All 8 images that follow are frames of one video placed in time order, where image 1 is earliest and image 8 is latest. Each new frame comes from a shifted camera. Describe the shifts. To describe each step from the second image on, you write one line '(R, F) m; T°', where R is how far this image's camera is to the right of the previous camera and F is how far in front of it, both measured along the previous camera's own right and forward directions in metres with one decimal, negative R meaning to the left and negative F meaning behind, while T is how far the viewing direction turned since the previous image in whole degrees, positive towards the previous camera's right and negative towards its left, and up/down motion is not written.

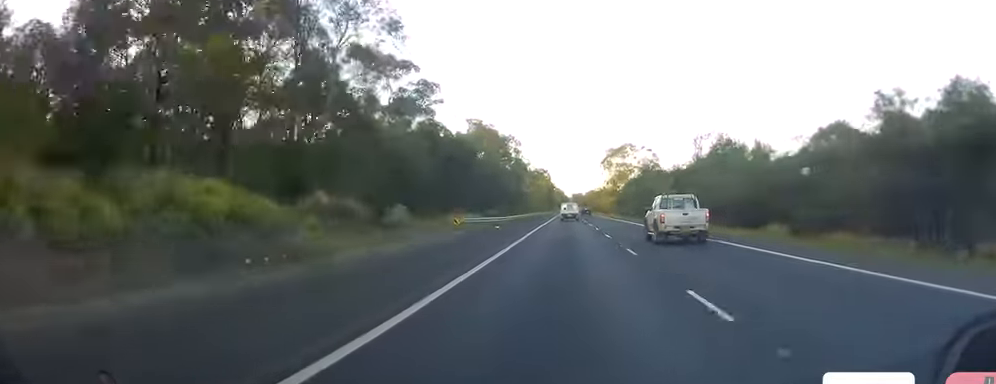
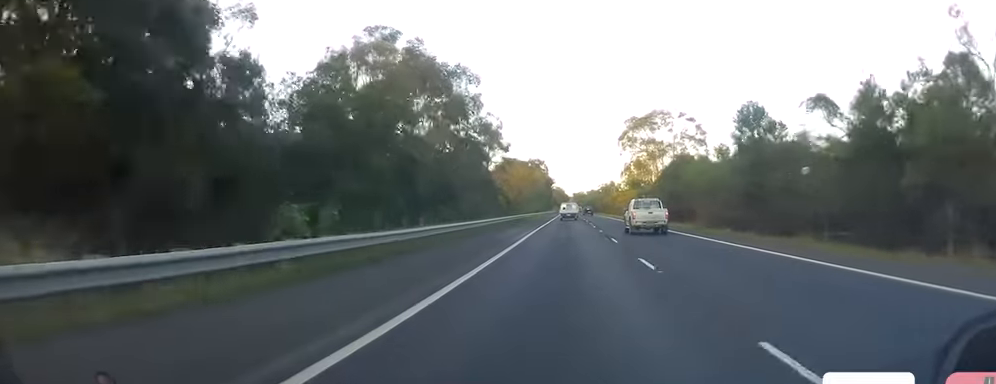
(0.0, +51.8) m; 0°
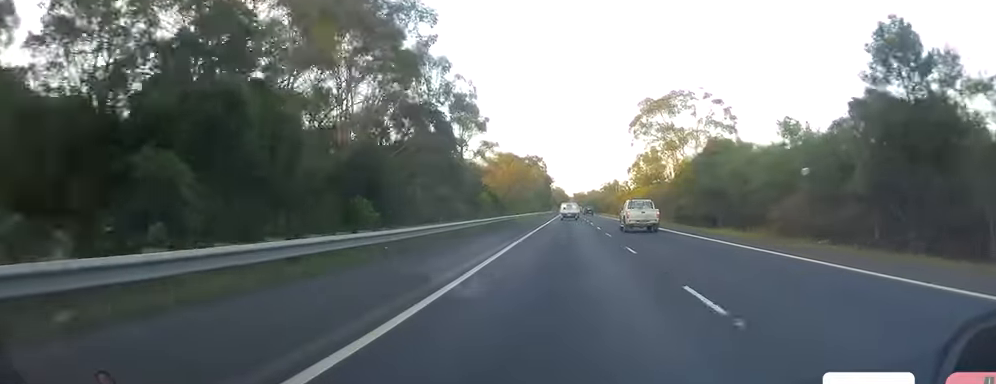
(0.0, +18.9) m; 0°
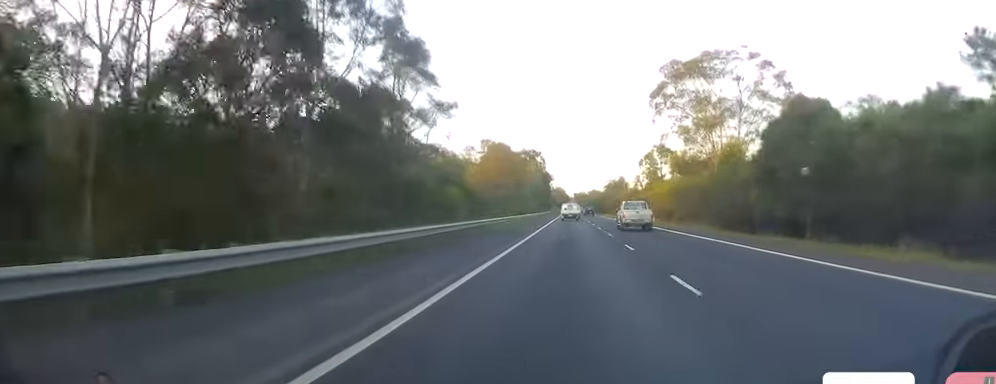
(+0.1, +21.7) m; 0°
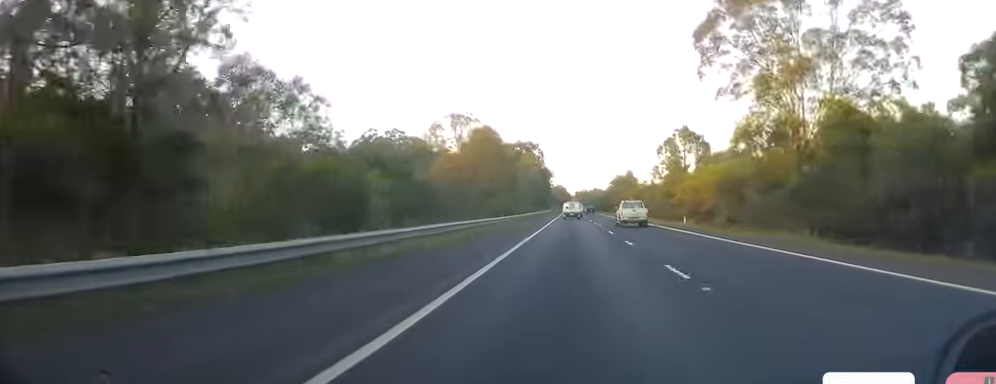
(+0.1, +23.6) m; -1°
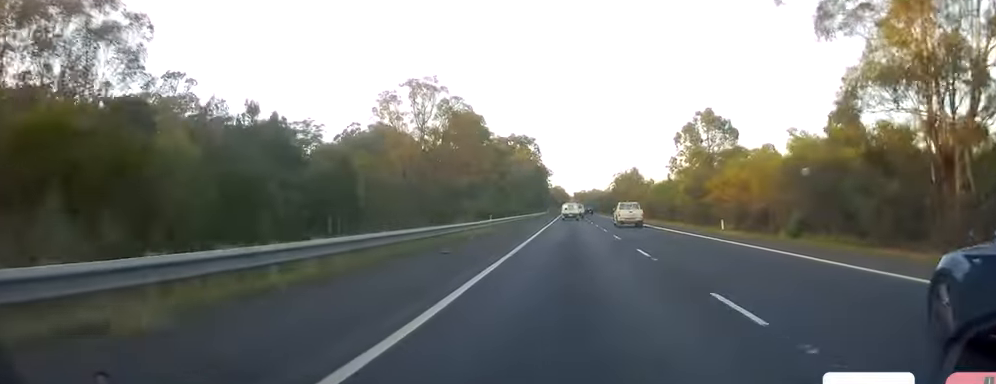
(-0.2, +17.0) m; 0°
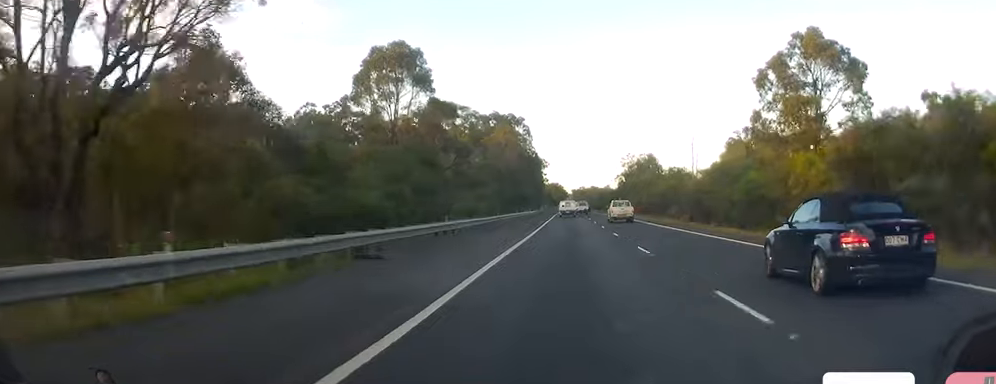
(-0.2, +35.8) m; 0°
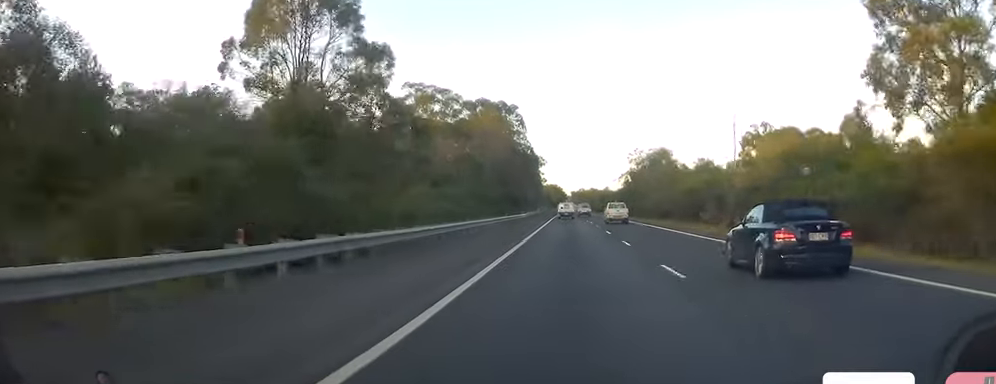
(0.0, +17.9) m; +1°
